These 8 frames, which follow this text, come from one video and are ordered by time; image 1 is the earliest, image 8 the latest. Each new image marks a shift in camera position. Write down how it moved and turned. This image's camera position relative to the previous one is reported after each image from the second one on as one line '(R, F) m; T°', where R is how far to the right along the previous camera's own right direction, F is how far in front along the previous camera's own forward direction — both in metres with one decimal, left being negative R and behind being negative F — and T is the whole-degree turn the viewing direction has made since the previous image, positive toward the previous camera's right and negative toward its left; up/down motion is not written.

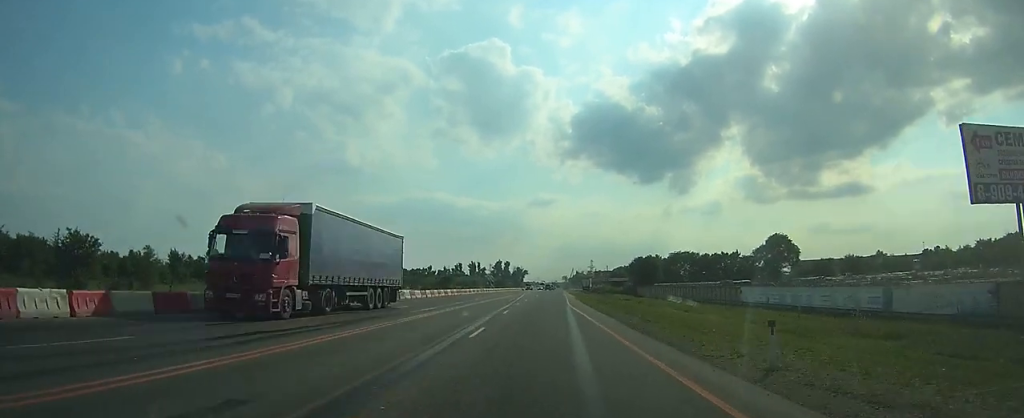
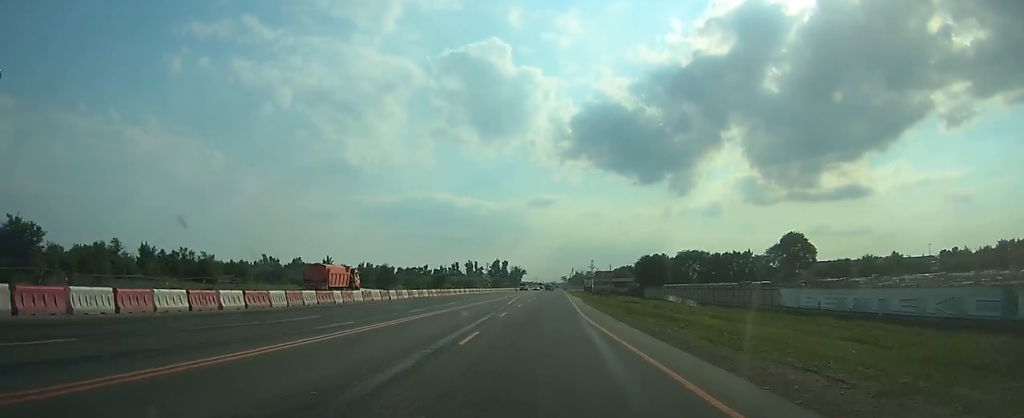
(0.0, +13.7) m; 0°
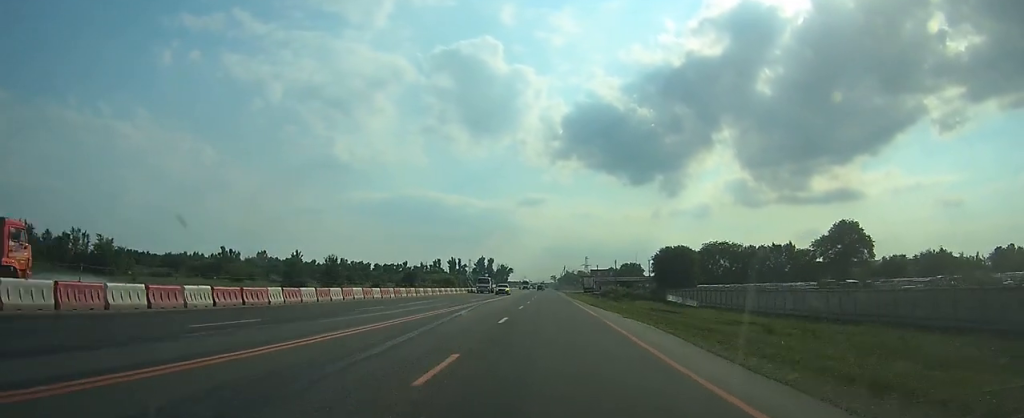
(+0.4, +41.2) m; +1°
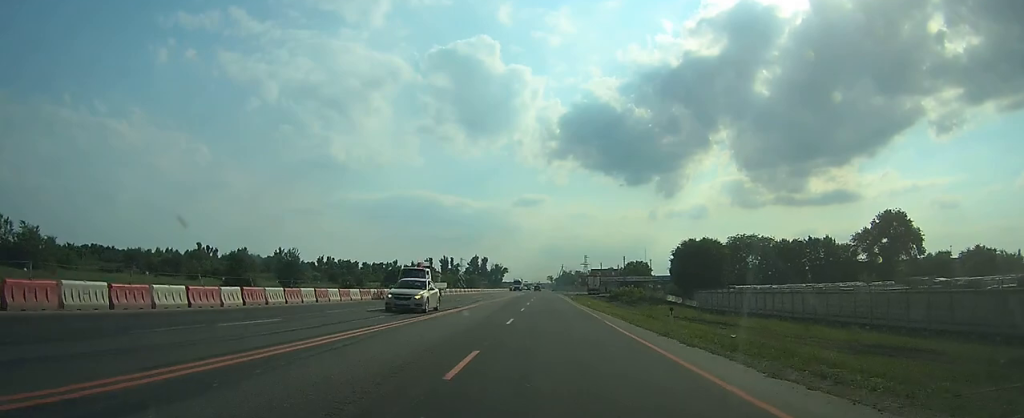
(0.0, +23.2) m; 0°
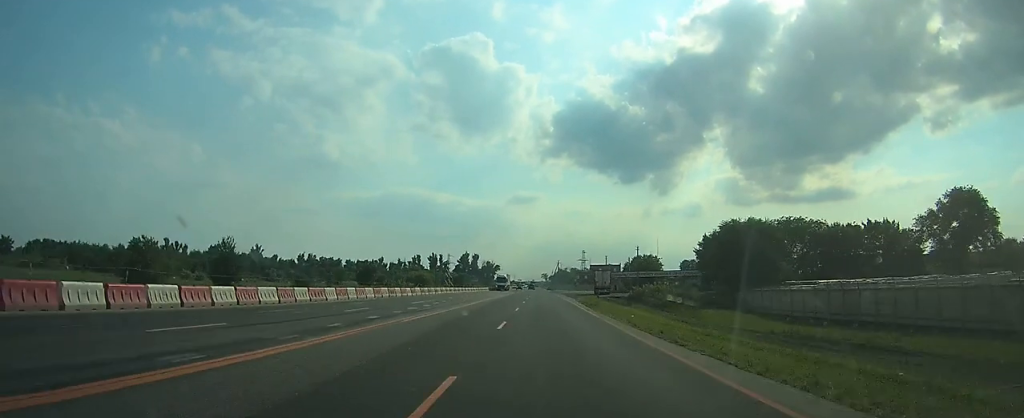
(+0.1, +26.9) m; 0°
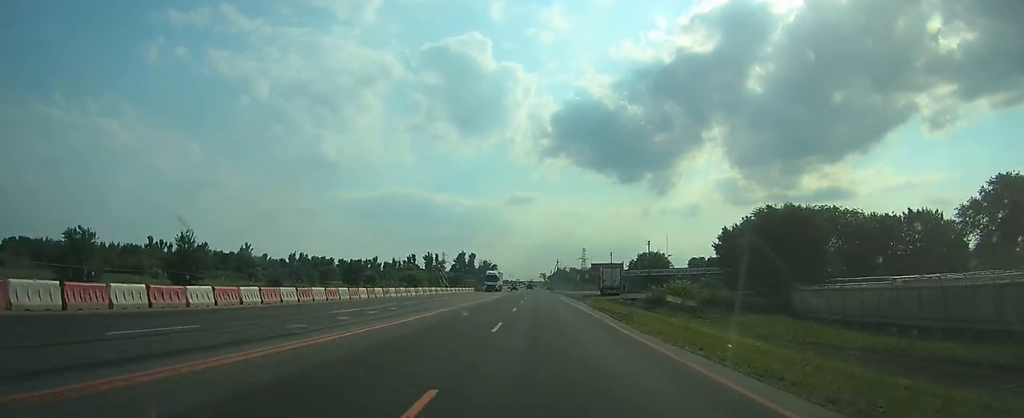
(0.0, +13.1) m; 0°
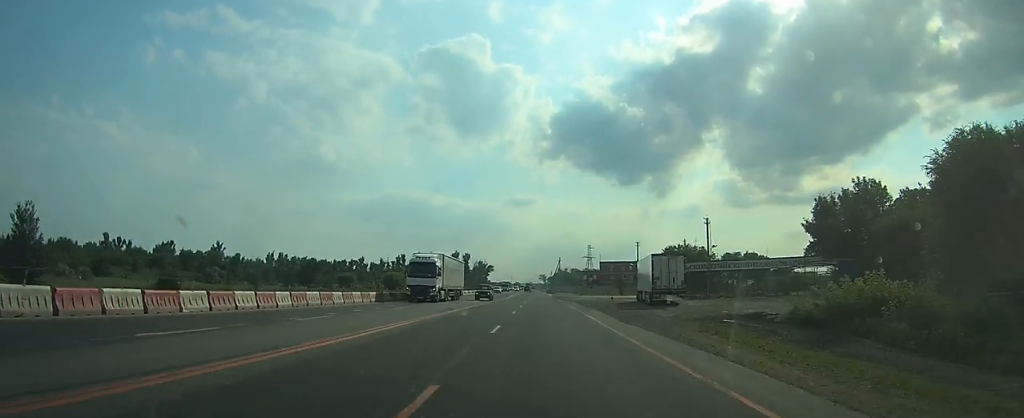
(0.0, +35.0) m; 0°
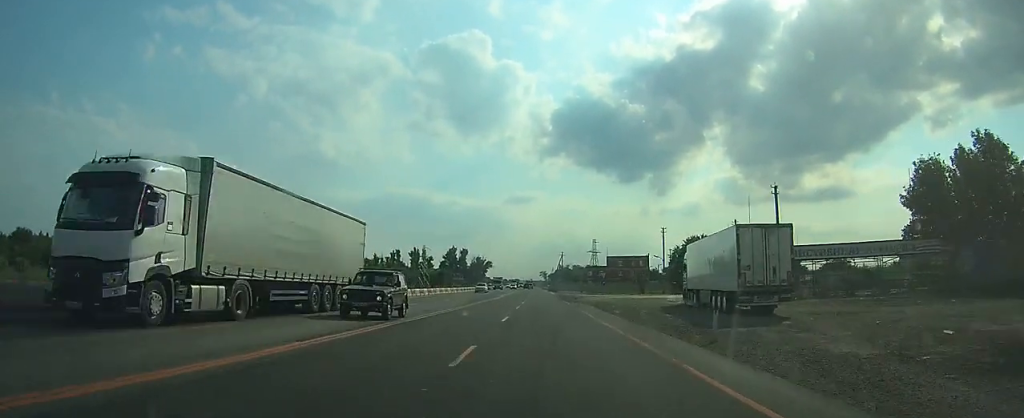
(0.0, +19.0) m; 0°
